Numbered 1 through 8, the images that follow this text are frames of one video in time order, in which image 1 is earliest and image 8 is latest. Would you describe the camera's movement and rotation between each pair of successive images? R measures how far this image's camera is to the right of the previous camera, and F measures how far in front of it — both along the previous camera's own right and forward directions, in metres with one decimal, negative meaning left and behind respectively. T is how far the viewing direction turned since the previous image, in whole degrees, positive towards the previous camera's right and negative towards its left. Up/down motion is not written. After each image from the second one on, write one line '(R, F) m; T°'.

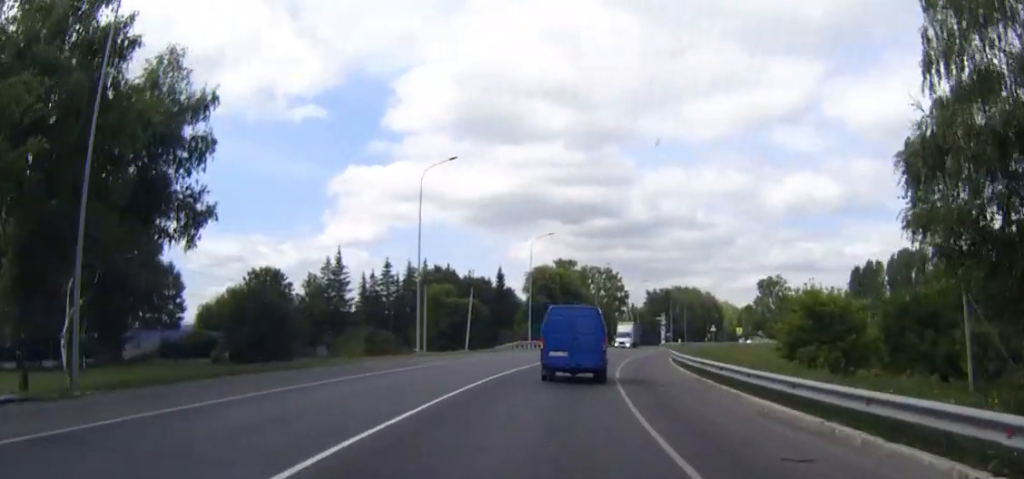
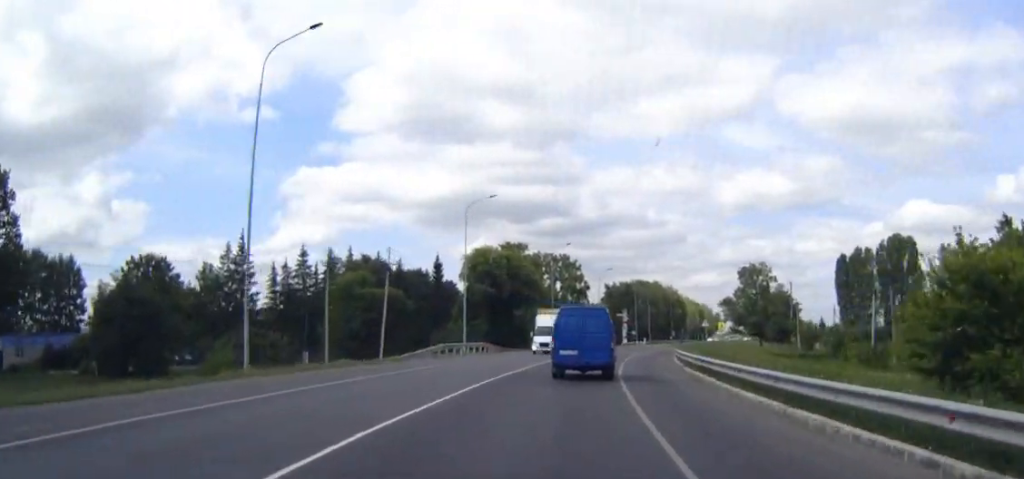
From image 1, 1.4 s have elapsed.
(+0.7, +22.9) m; +3°
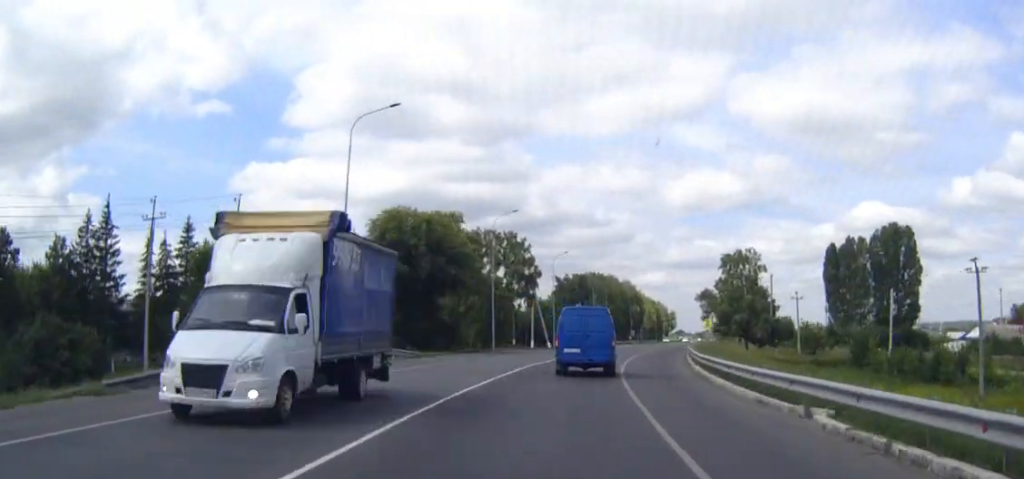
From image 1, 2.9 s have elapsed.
(+0.8, +24.6) m; +4°
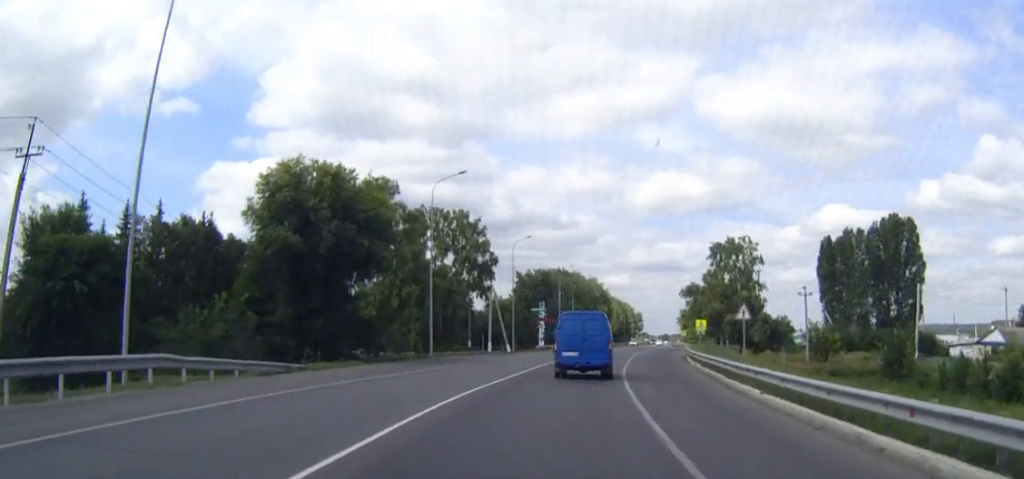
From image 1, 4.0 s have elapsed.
(+0.4, +17.6) m; +2°
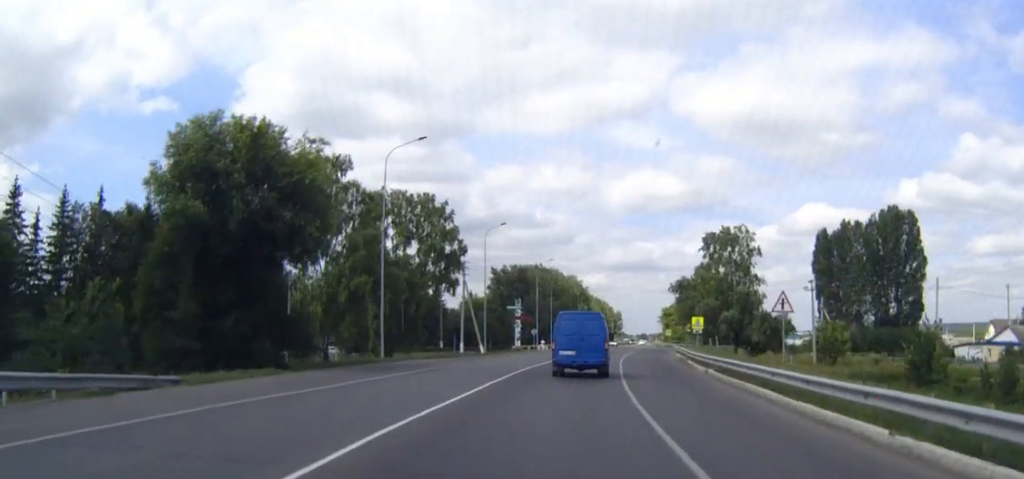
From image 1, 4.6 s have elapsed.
(+0.2, +9.9) m; +2°
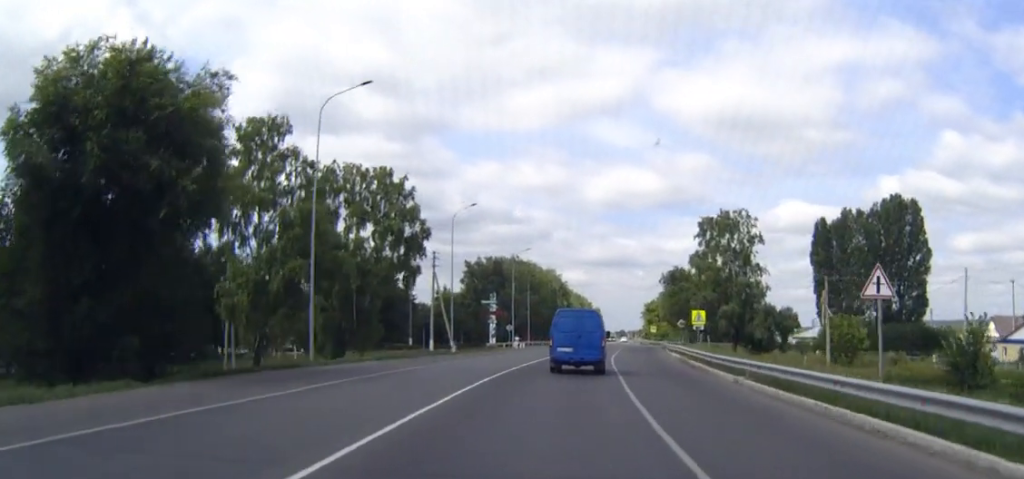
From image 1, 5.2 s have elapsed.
(+0.1, +9.9) m; +2°
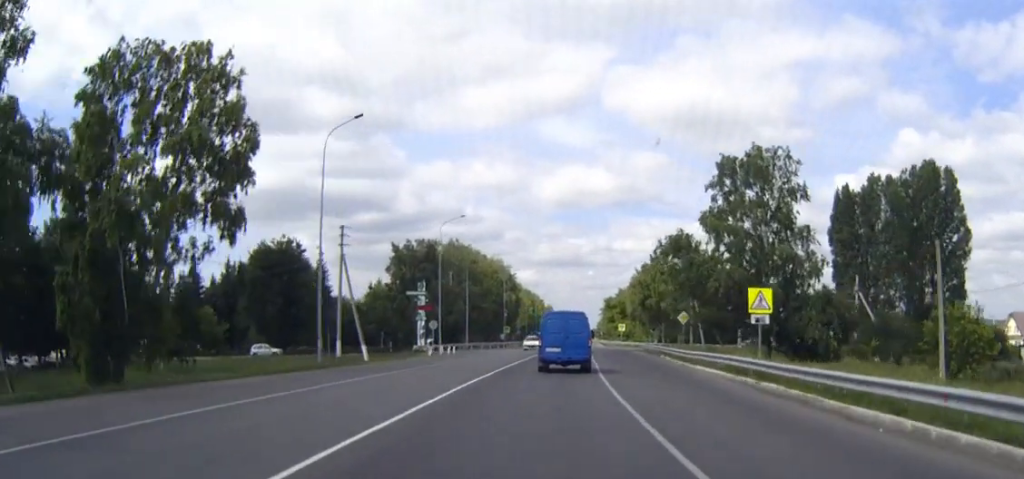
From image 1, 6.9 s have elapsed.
(+1.1, +28.1) m; +4°
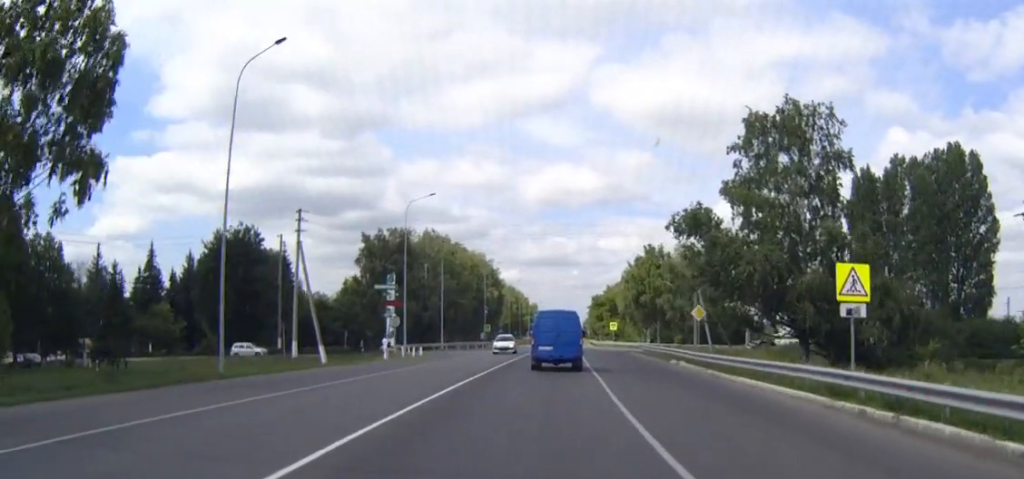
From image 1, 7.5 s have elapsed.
(+0.1, +11.1) m; +1°
